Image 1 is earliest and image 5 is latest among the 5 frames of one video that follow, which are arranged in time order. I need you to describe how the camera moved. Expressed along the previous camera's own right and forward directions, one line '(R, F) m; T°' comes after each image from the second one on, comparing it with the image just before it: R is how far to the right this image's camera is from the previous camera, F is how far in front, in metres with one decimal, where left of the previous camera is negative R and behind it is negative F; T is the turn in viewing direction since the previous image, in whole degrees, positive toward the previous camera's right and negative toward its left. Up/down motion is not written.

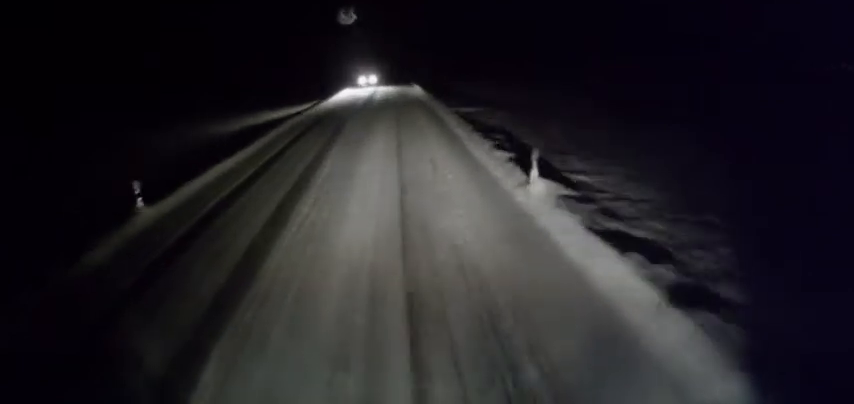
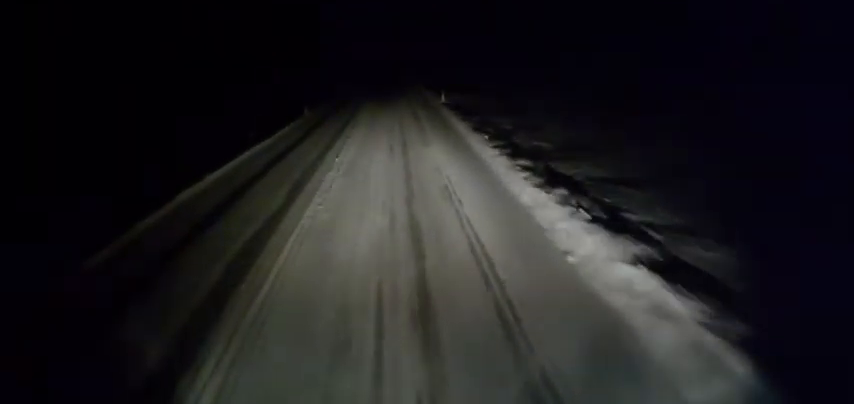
(+0.7, +33.9) m; +1°
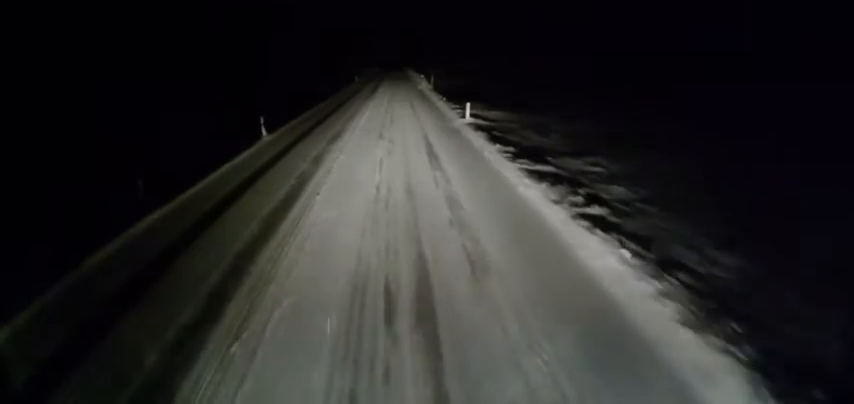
(0.0, +9.9) m; 0°
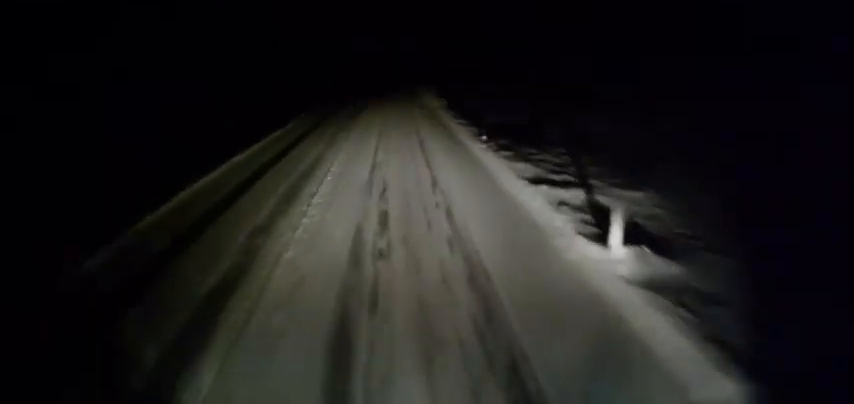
(0.0, +13.8) m; 0°
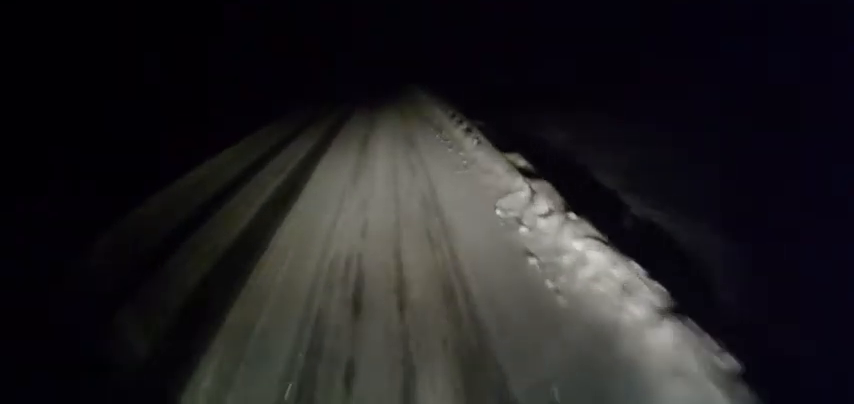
(0.0, +25.6) m; +1°
